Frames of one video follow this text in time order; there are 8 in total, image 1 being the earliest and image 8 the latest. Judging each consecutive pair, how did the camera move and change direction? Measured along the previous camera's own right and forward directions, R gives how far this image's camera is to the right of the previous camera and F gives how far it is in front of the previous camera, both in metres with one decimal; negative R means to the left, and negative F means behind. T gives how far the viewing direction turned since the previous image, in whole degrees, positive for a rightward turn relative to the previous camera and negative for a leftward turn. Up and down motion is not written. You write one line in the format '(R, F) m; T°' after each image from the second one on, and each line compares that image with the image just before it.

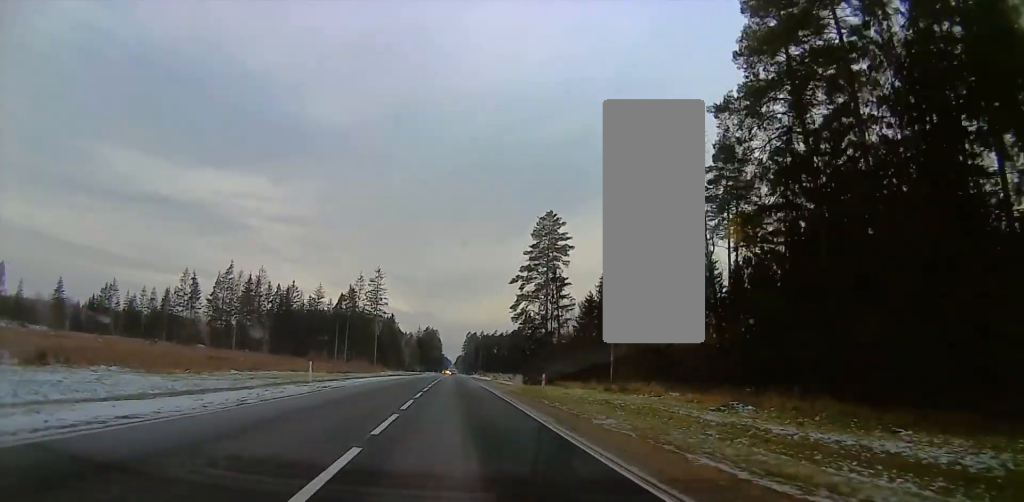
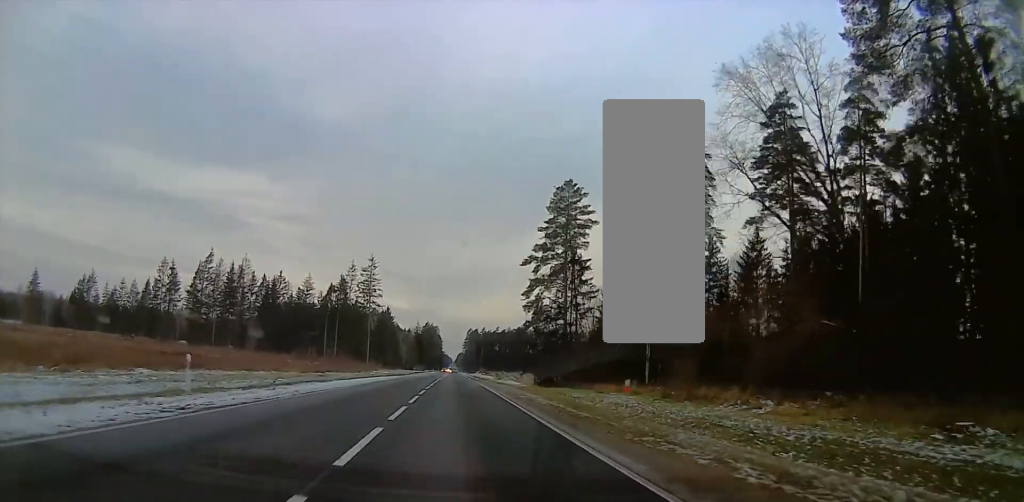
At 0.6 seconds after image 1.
(0.0, +15.2) m; 0°
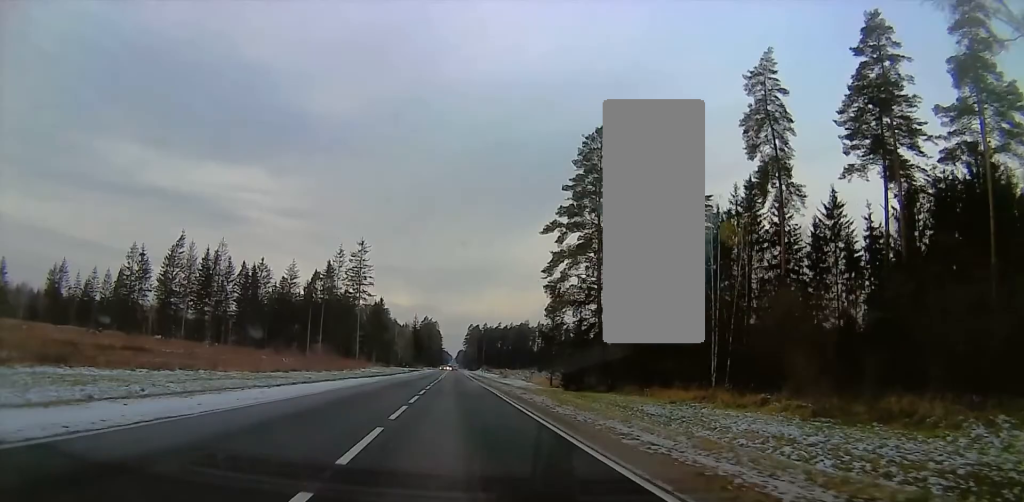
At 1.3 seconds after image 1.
(0.0, +18.1) m; 0°
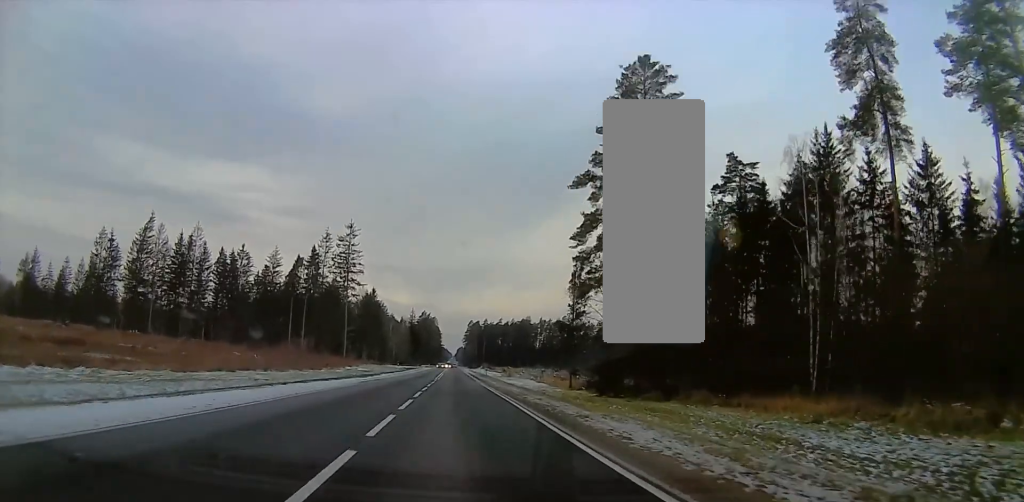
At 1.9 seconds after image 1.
(0.0, +14.8) m; 0°
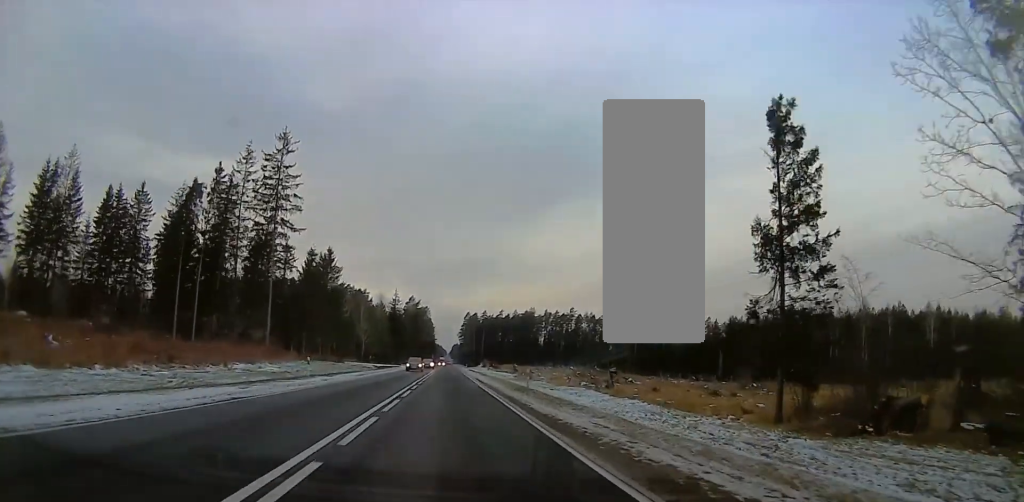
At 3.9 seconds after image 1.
(0.0, +45.6) m; 0°
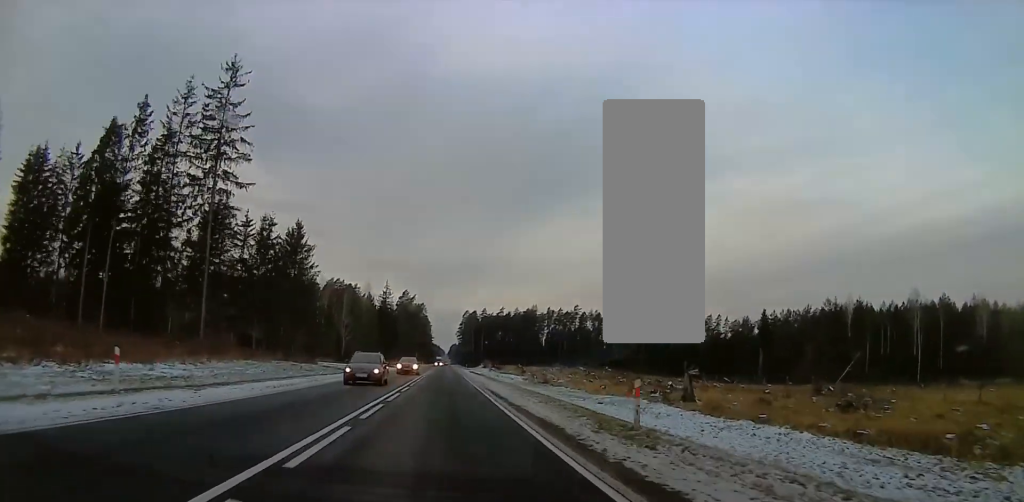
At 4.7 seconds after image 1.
(0.0, +16.7) m; 0°
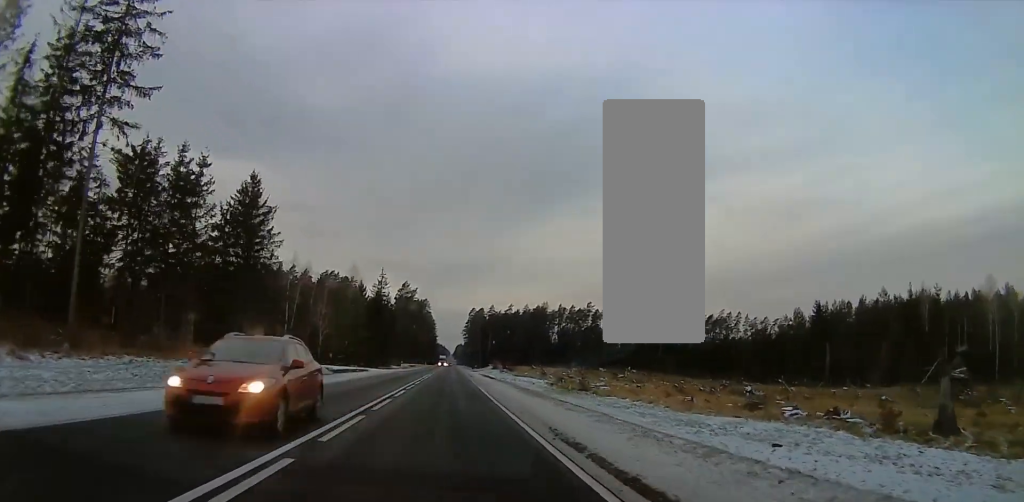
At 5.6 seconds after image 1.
(0.0, +17.2) m; 0°
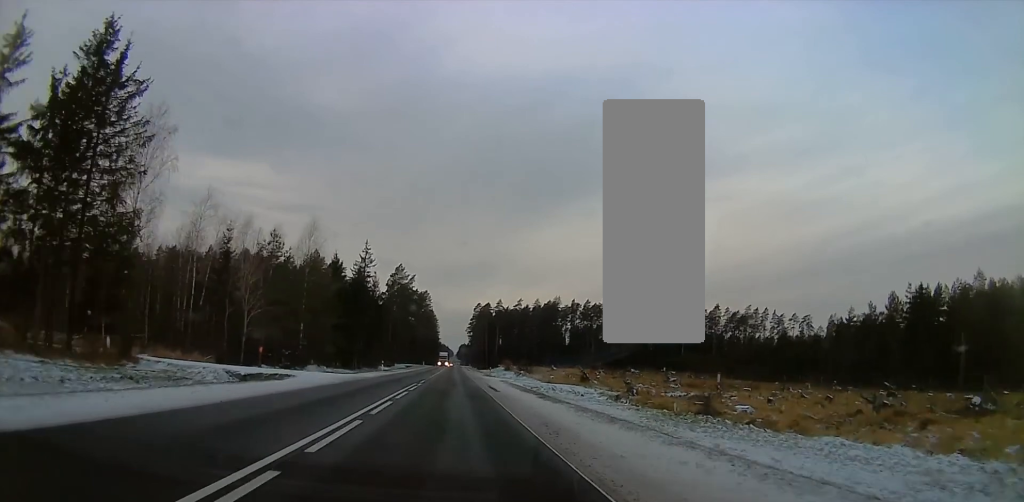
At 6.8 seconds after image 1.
(0.0, +26.5) m; 0°
